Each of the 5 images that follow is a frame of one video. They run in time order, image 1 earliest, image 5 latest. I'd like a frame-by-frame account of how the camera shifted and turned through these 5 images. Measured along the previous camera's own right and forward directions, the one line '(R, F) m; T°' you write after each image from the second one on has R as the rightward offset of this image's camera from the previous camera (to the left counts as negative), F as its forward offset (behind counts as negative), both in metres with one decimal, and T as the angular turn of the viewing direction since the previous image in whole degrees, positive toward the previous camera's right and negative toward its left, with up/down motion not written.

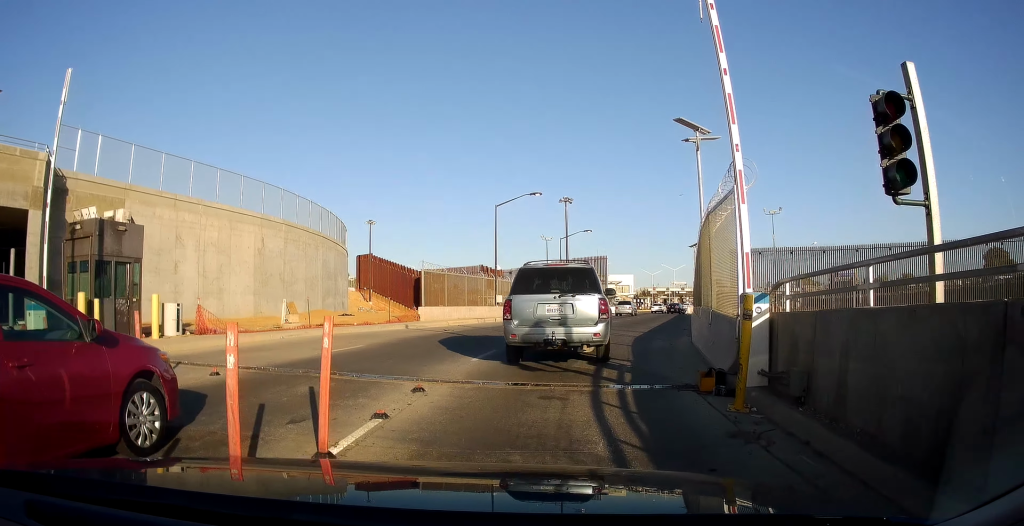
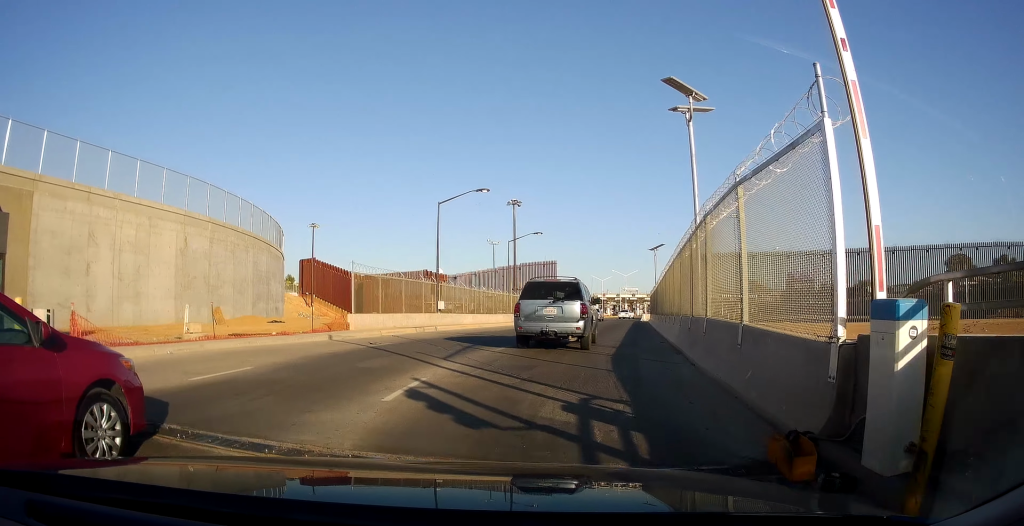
(-0.1, +4.3) m; +11°
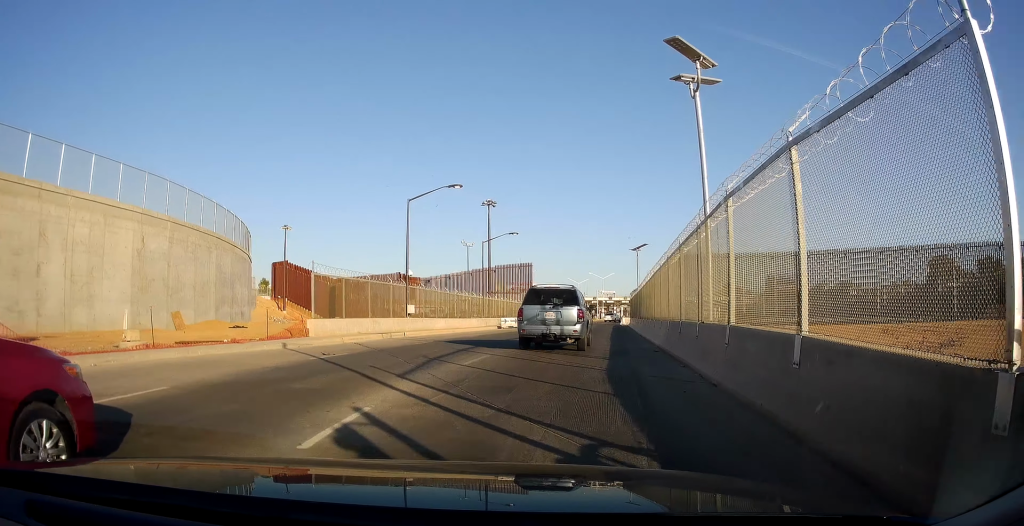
(+0.2, +2.3) m; +7°
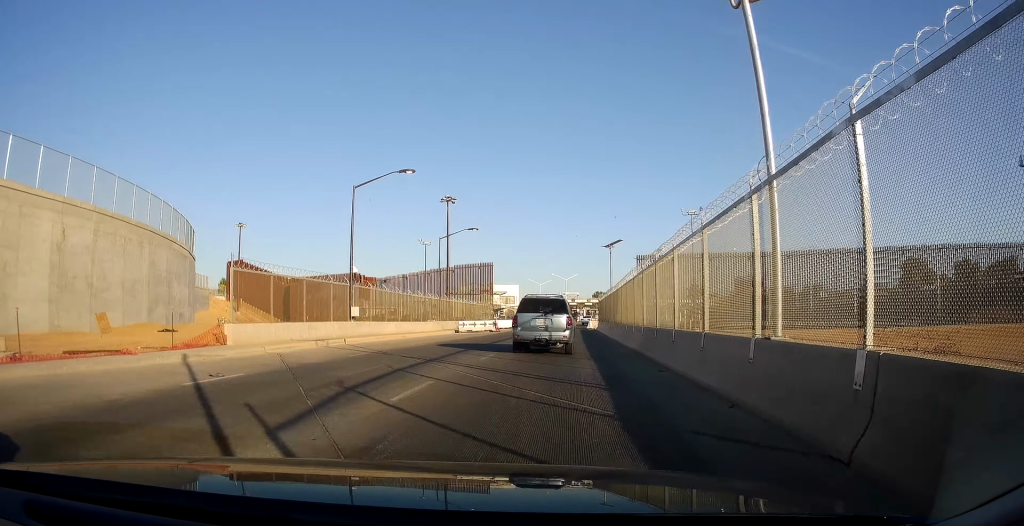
(+0.2, +4.4) m; -1°
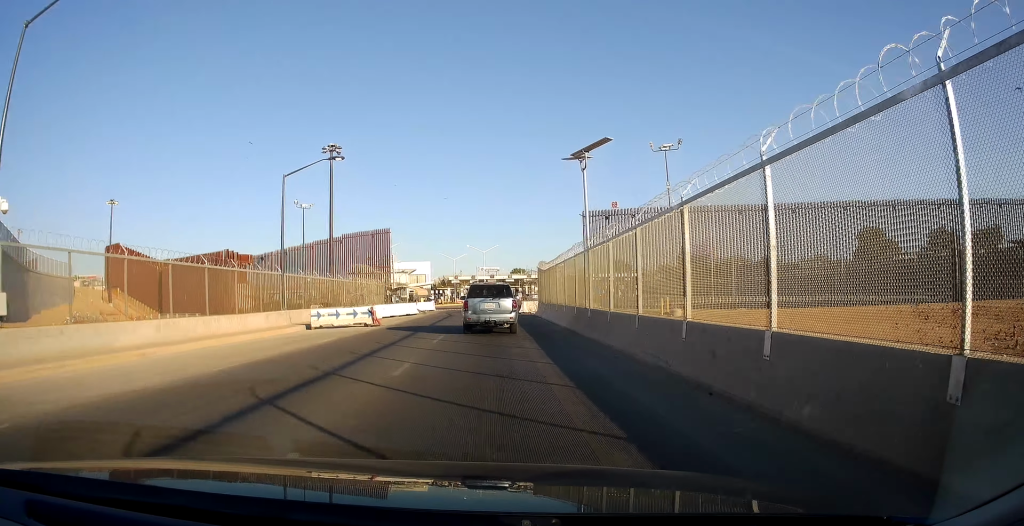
(+0.3, +19.5) m; +8°
